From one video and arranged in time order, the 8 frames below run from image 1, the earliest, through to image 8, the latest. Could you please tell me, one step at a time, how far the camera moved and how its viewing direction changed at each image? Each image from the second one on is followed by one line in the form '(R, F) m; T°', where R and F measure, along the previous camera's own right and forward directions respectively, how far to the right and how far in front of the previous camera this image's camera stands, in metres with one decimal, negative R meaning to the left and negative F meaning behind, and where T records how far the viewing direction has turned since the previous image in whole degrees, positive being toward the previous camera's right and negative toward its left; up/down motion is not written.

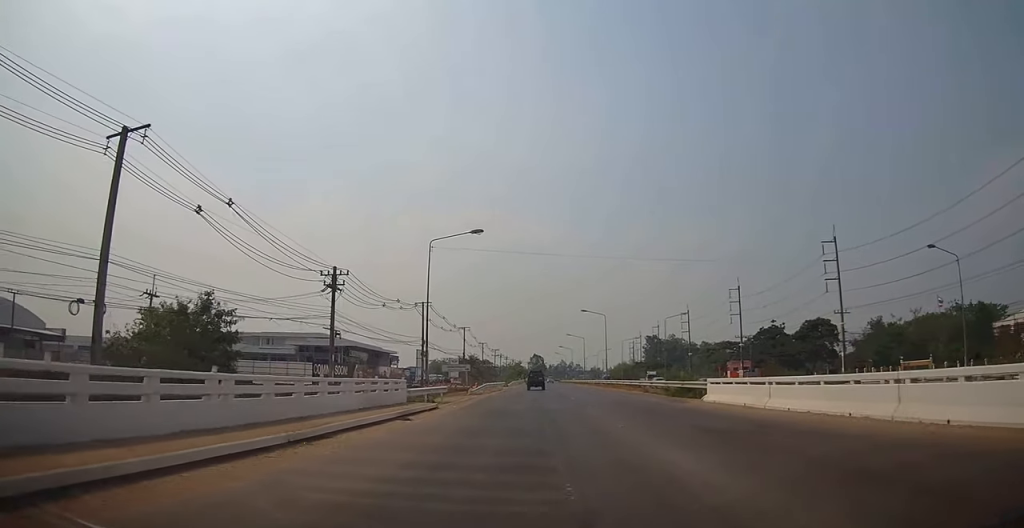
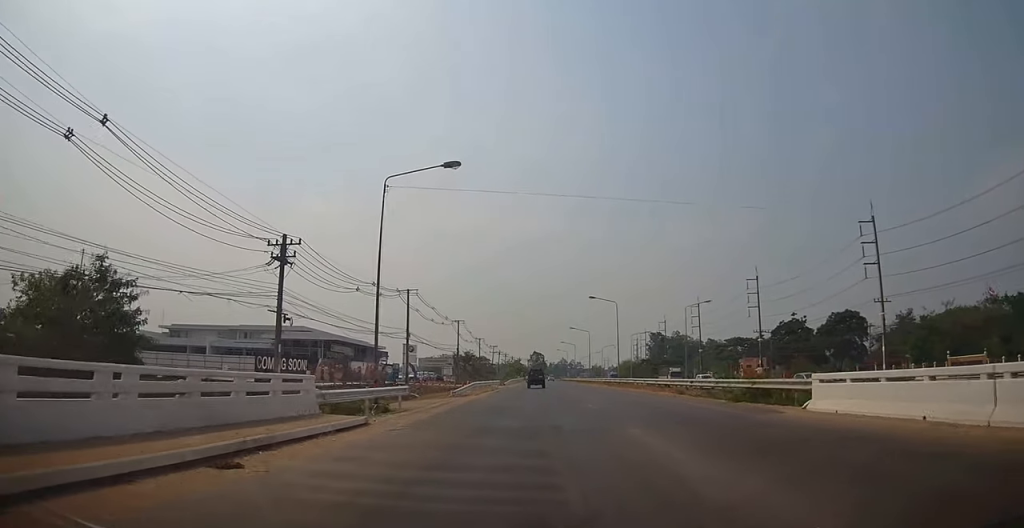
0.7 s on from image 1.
(0.0, +10.3) m; 0°
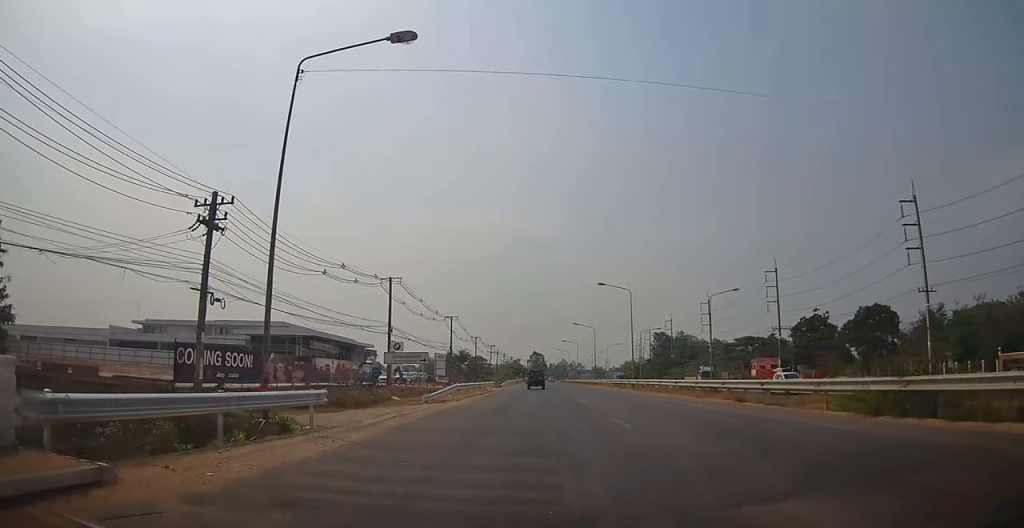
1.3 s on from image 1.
(0.0, +9.3) m; 0°
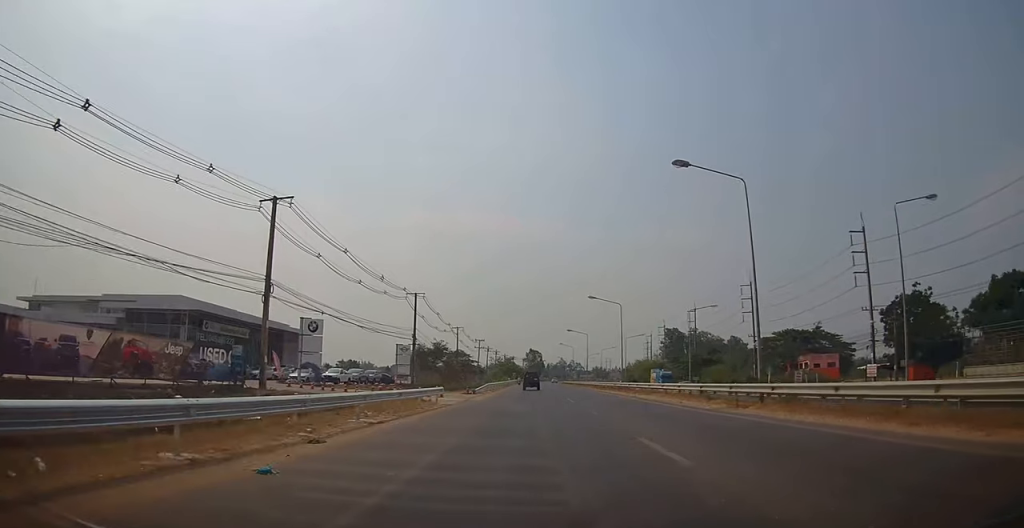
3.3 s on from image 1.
(-0.1, +30.7) m; 0°
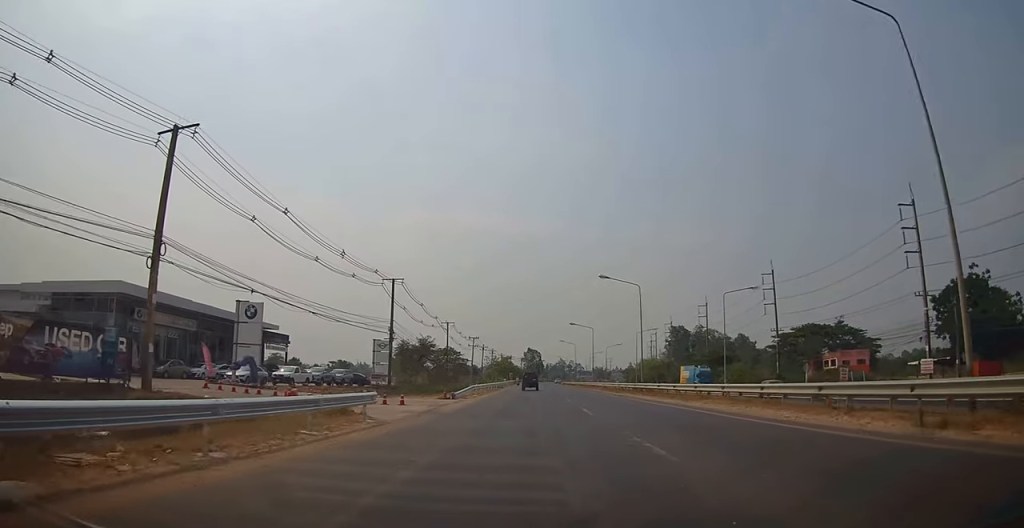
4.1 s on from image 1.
(+0.1, +11.9) m; 0°
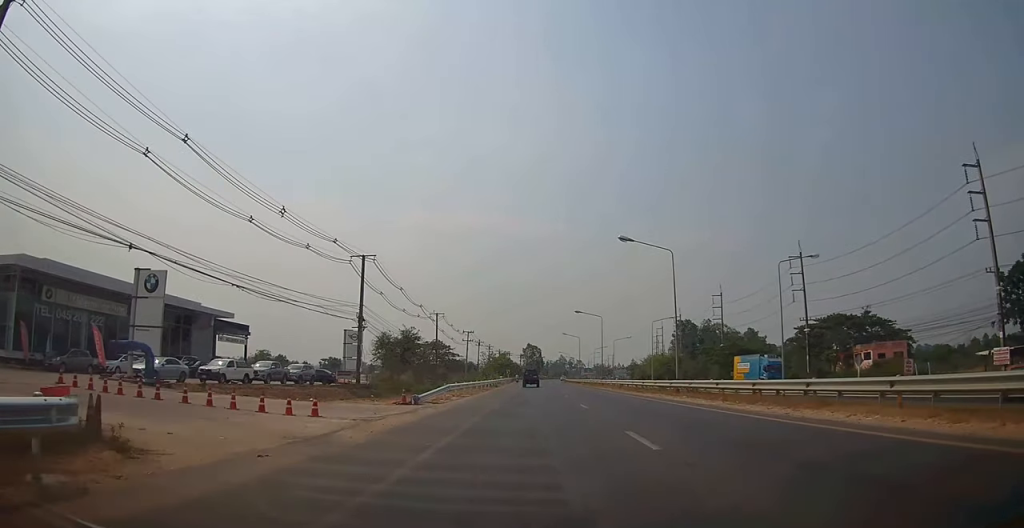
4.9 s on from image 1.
(-0.1, +12.0) m; -2°
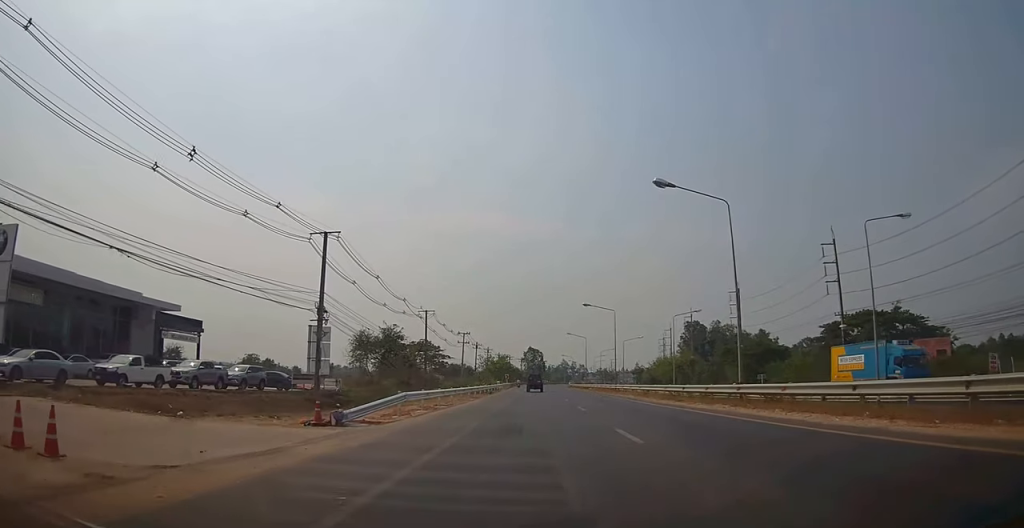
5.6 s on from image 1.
(-0.3, +10.7) m; -1°
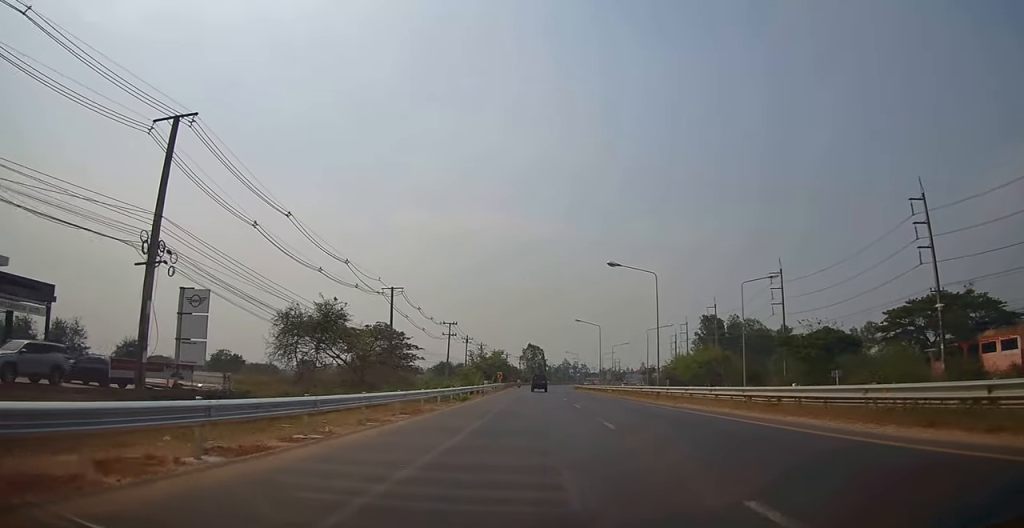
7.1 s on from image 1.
(+0.2, +21.1) m; +3°
